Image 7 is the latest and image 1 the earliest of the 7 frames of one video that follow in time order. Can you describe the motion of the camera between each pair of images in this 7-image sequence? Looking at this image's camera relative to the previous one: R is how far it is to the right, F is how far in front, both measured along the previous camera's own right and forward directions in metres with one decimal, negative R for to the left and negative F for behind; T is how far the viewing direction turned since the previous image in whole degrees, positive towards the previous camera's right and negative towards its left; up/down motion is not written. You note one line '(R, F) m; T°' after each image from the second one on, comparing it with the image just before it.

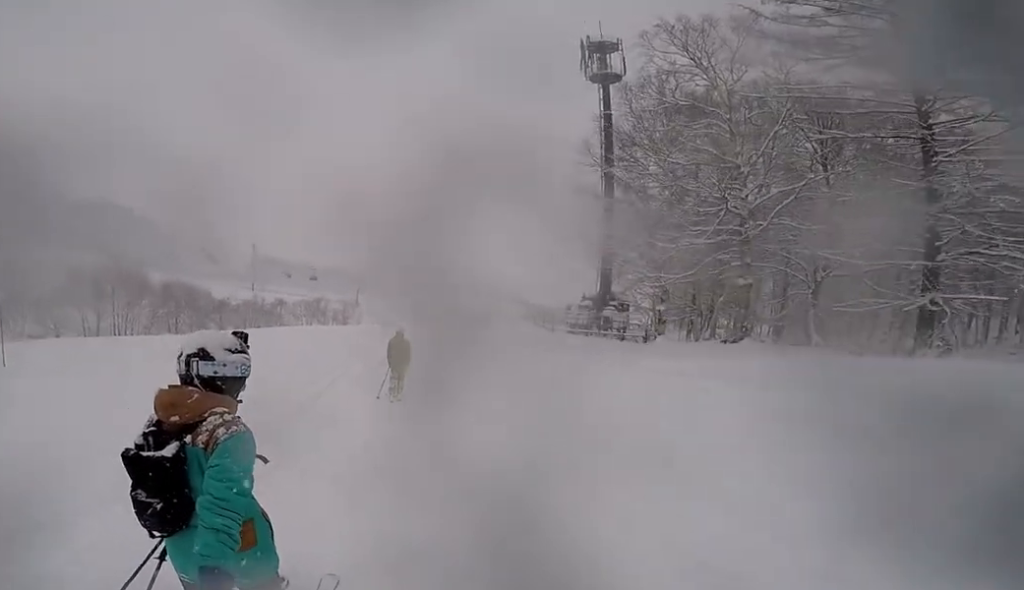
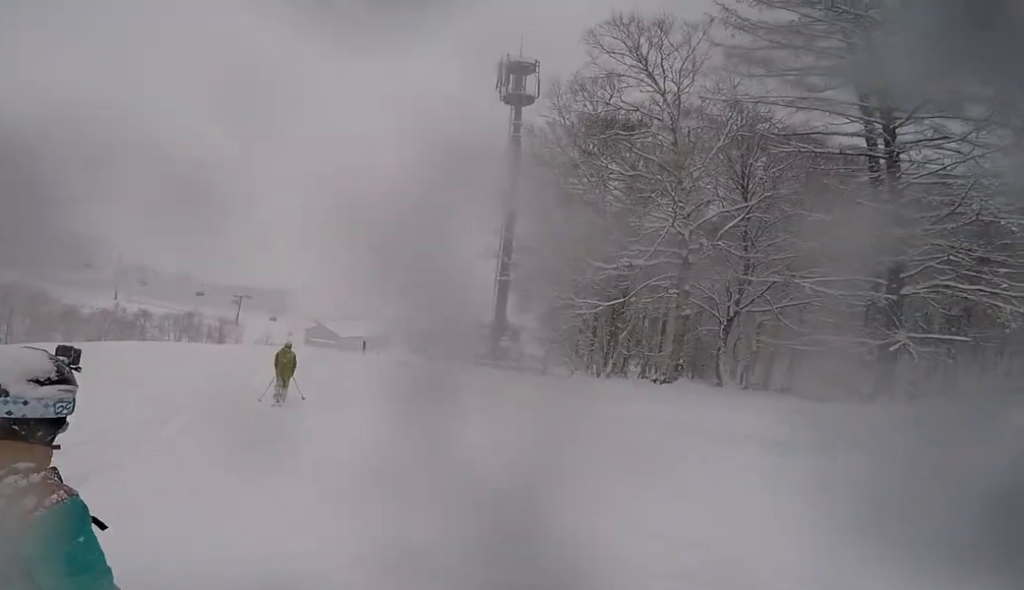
(+1.2, +4.6) m; +10°
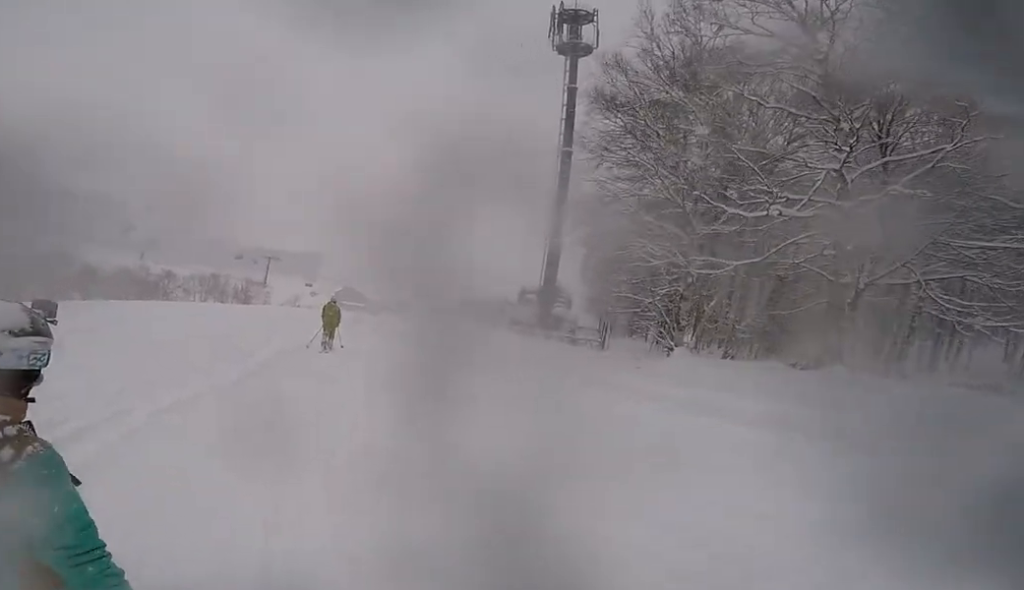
(-0.3, +4.6) m; +1°
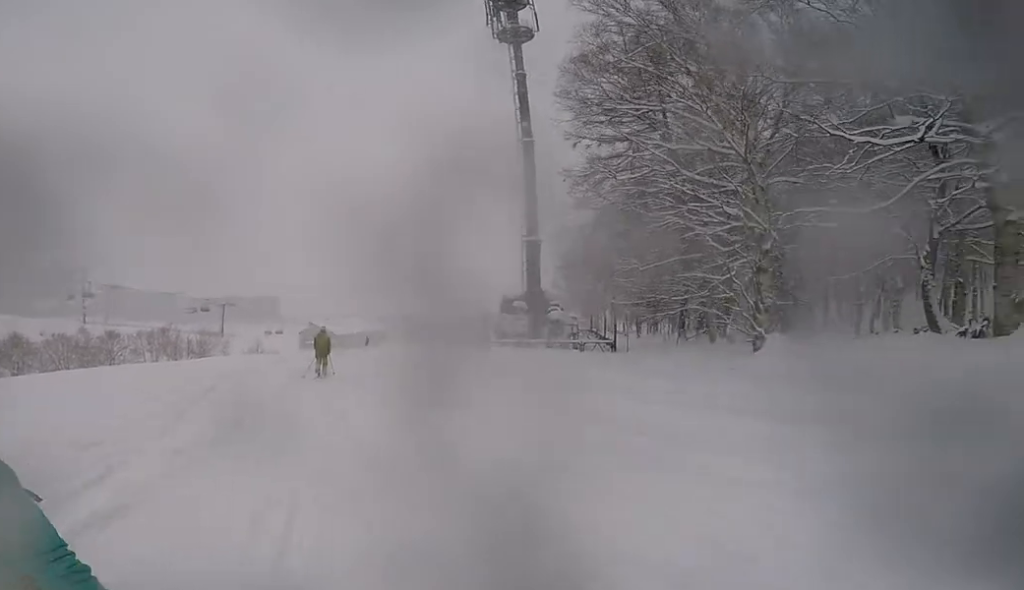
(+0.4, +5.2) m; -5°
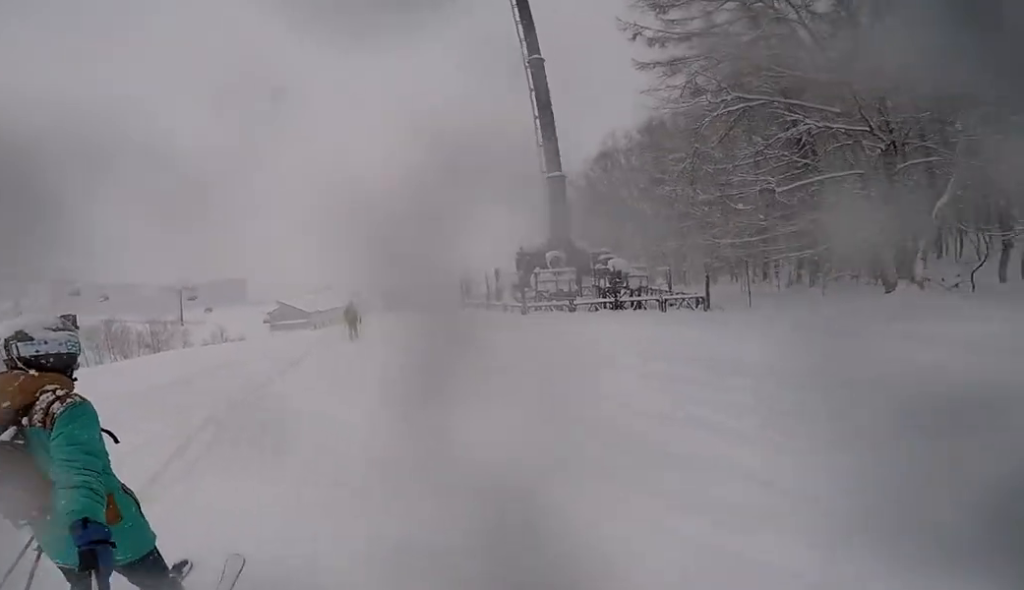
(+0.7, +9.2) m; +5°
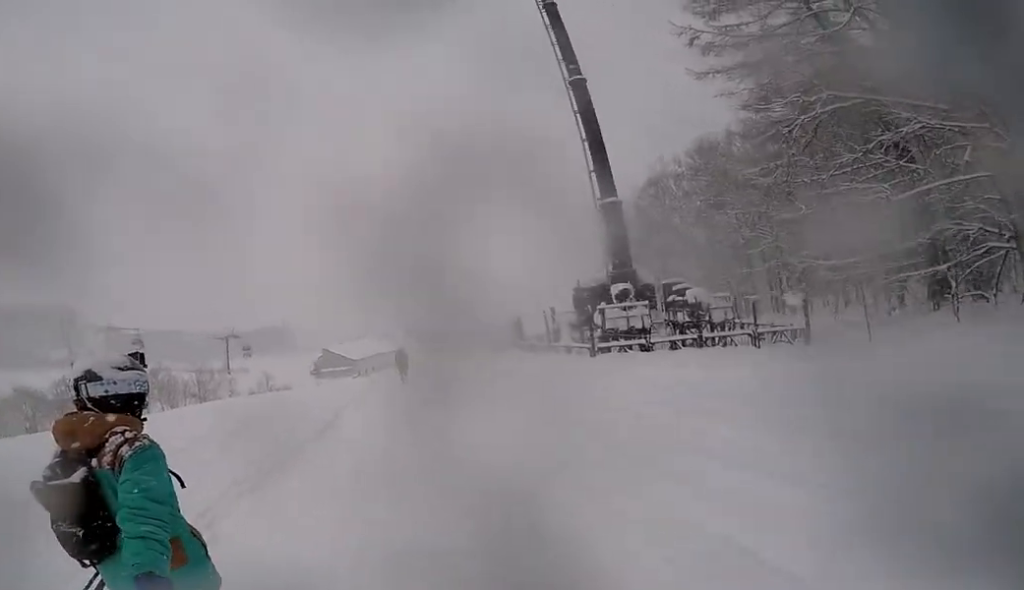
(-0.1, +2.2) m; -7°
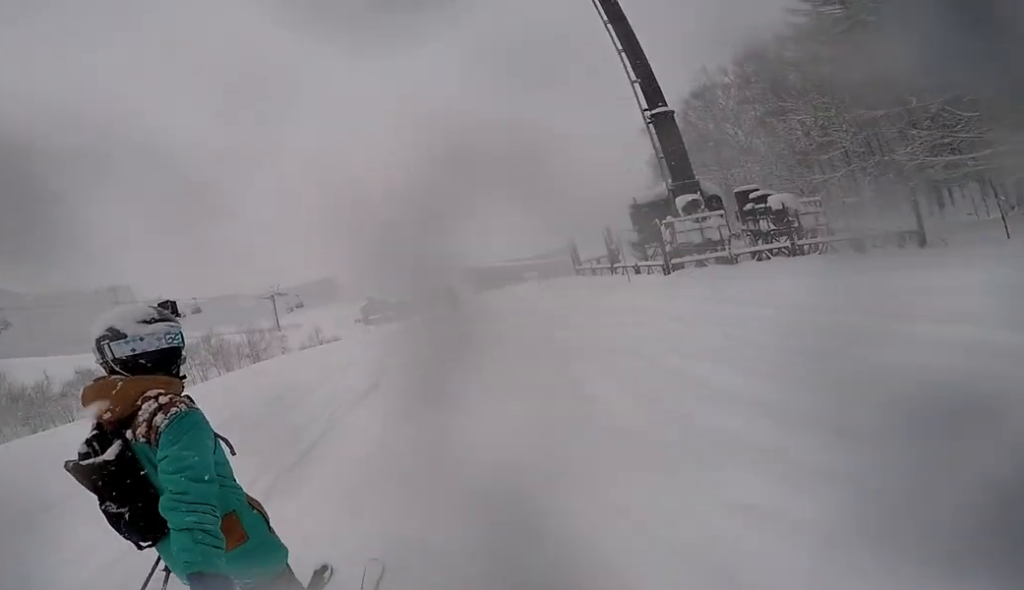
(-0.5, +1.6) m; -1°
